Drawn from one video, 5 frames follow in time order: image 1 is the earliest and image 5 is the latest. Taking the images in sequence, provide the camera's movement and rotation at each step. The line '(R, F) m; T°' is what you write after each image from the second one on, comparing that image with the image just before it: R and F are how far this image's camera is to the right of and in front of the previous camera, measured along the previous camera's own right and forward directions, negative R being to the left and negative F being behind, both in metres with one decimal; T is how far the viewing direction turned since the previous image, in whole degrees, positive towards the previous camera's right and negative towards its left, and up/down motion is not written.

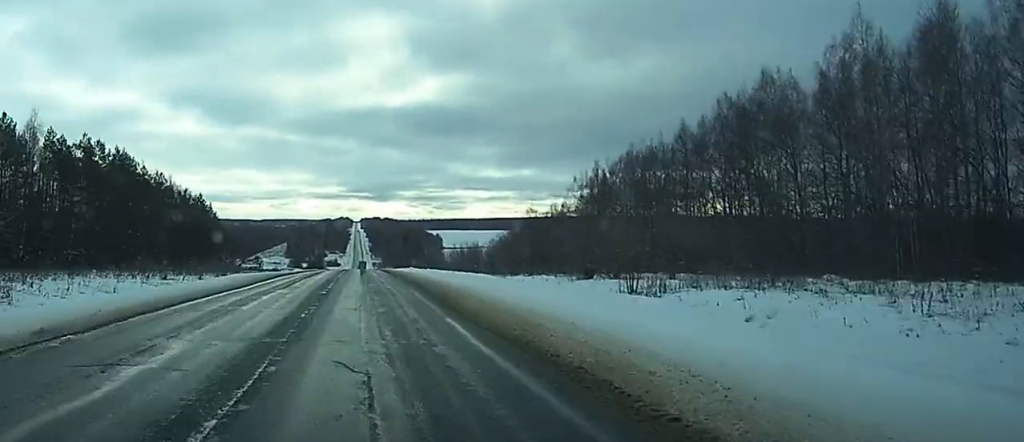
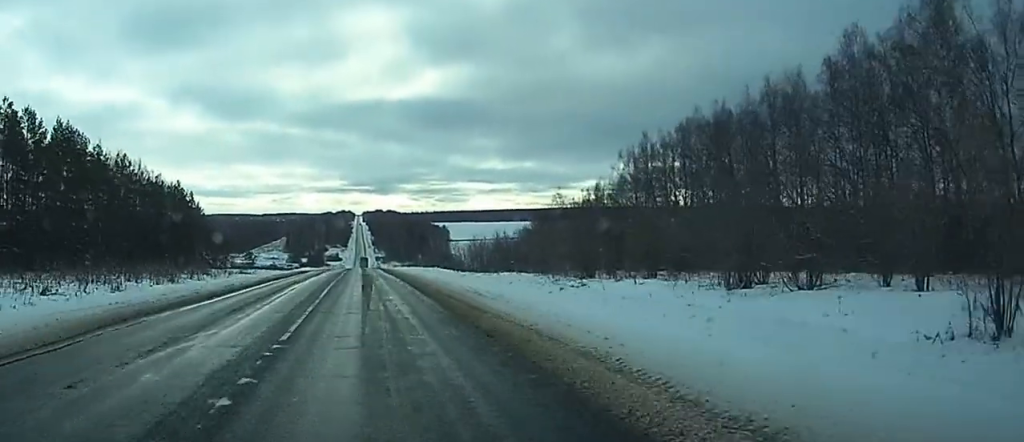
(+0.2, +31.7) m; 0°
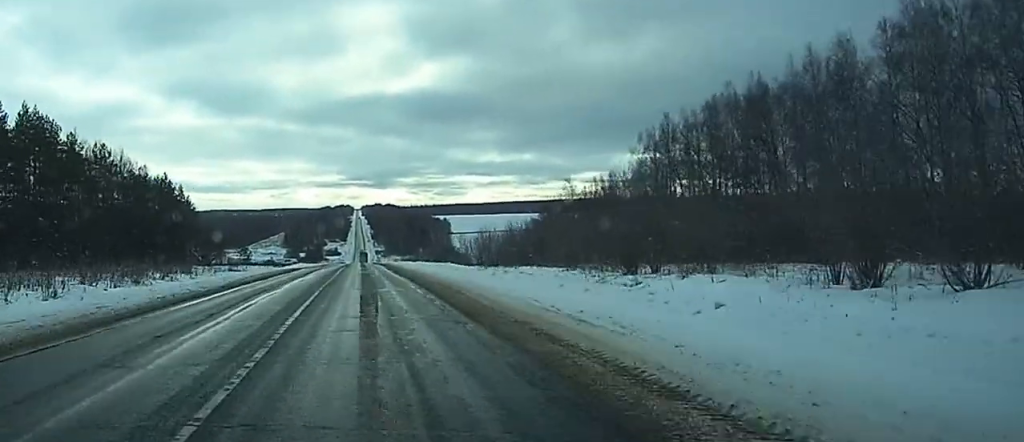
(0.0, +12.5) m; 0°
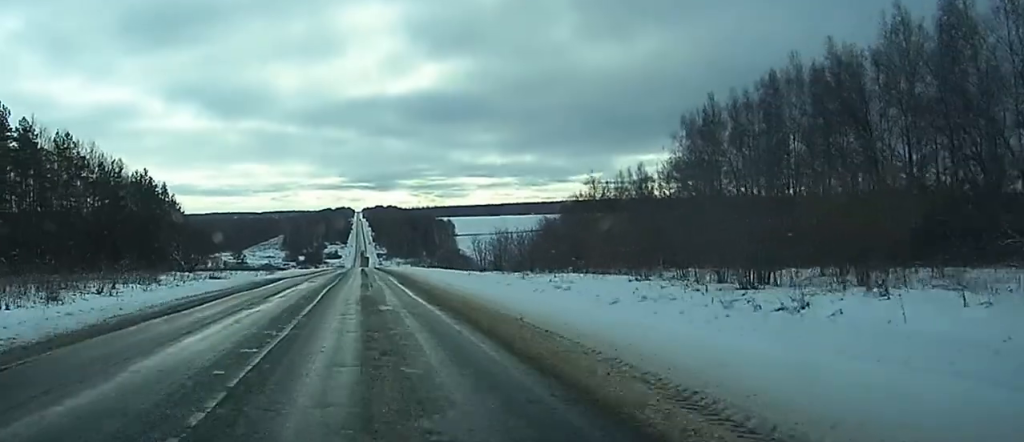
(0.0, +19.2) m; 0°
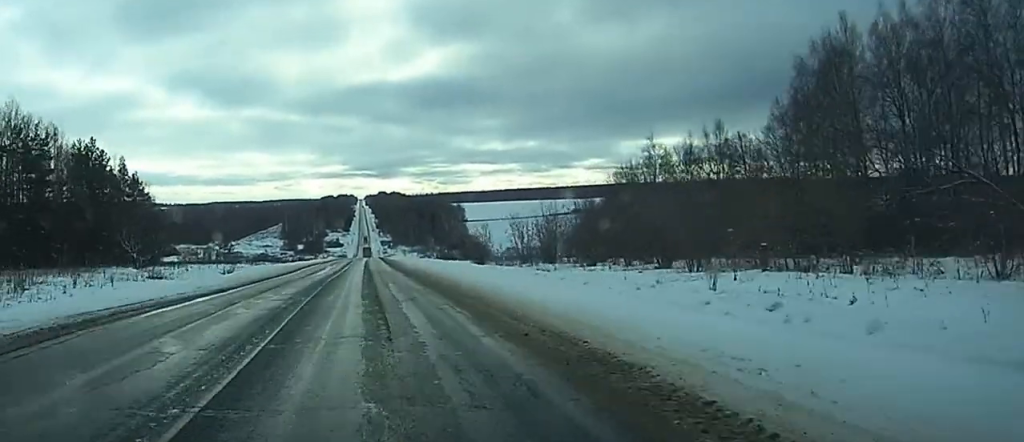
(0.0, +37.4) m; 0°
